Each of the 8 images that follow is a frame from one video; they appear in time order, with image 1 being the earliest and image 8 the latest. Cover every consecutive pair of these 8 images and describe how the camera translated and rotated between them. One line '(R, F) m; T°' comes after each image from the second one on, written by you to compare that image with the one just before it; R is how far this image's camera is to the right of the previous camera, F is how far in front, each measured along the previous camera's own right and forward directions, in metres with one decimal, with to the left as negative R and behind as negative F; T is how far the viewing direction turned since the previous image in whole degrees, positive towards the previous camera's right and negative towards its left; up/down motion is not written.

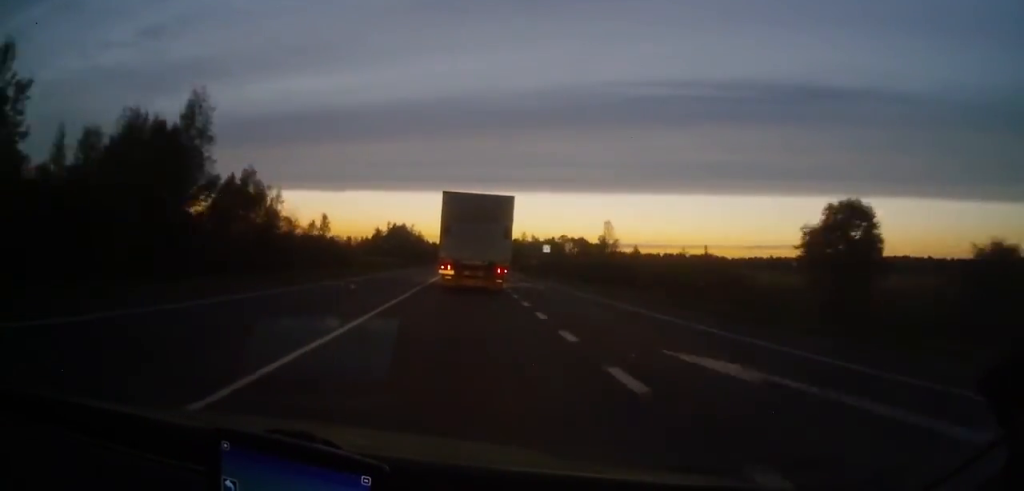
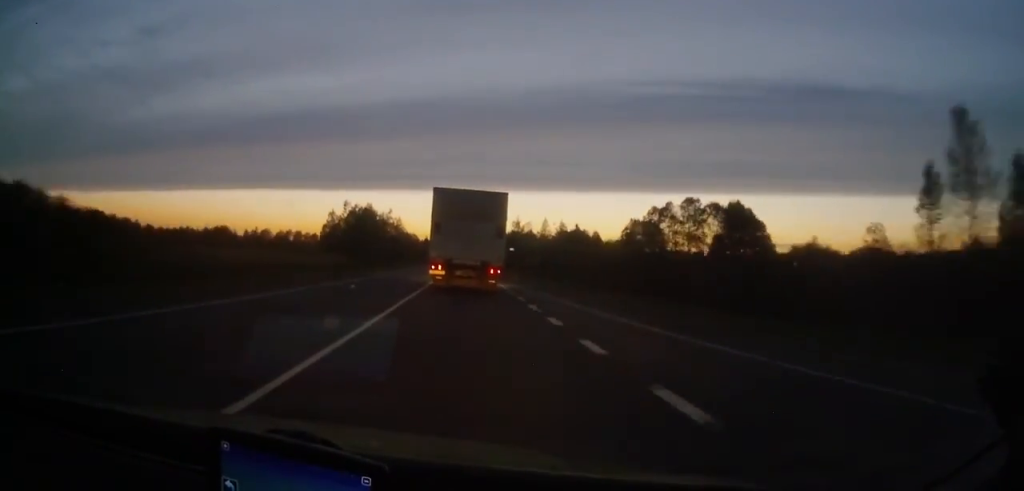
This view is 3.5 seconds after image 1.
(+0.2, +77.1) m; 0°
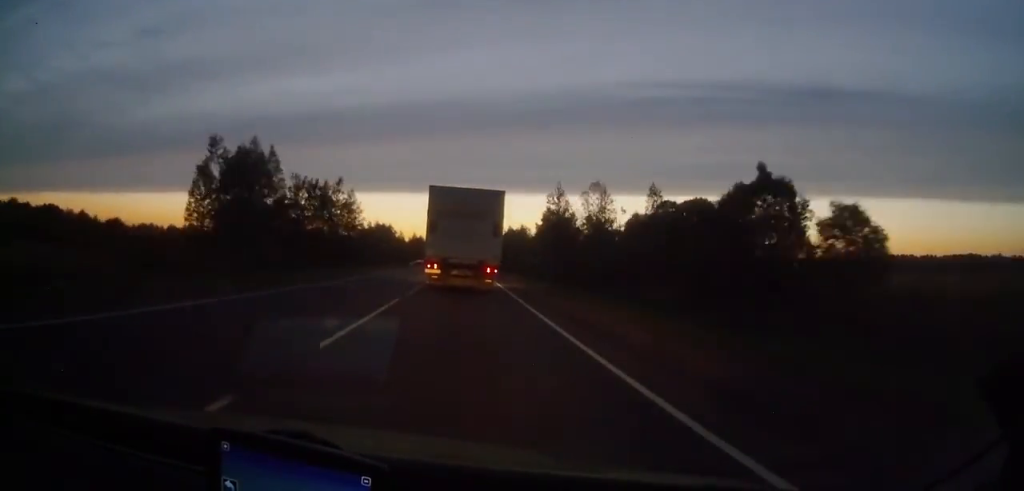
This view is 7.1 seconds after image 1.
(0.0, +80.6) m; 0°
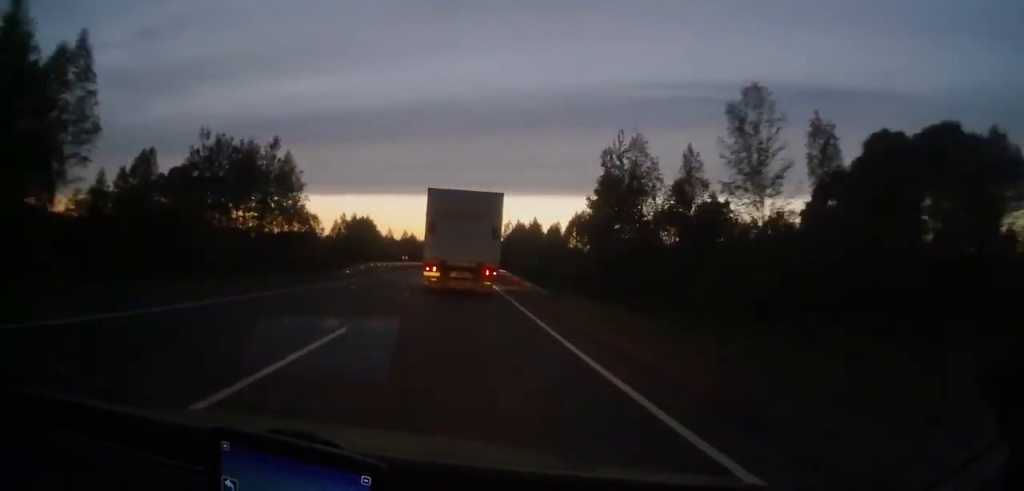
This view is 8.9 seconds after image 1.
(0.0, +42.1) m; 0°
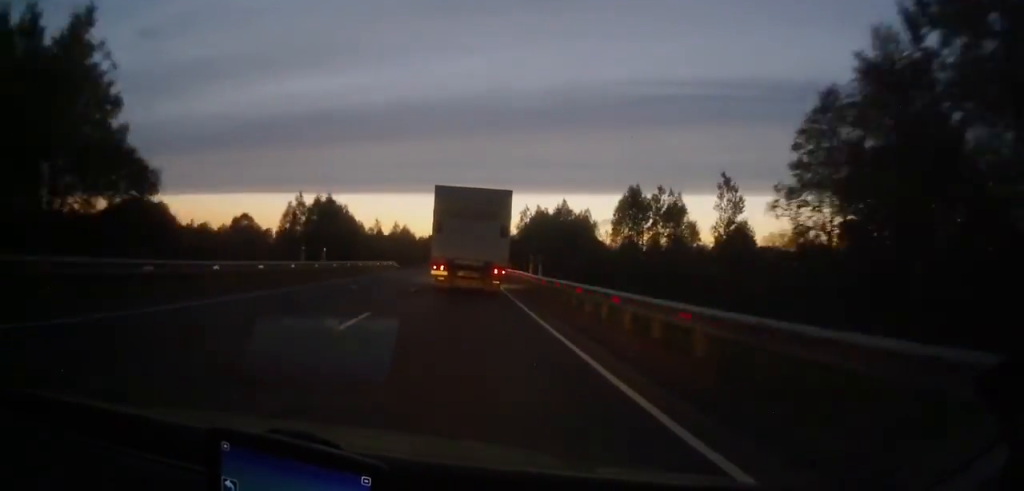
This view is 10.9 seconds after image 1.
(0.0, +45.4) m; 0°
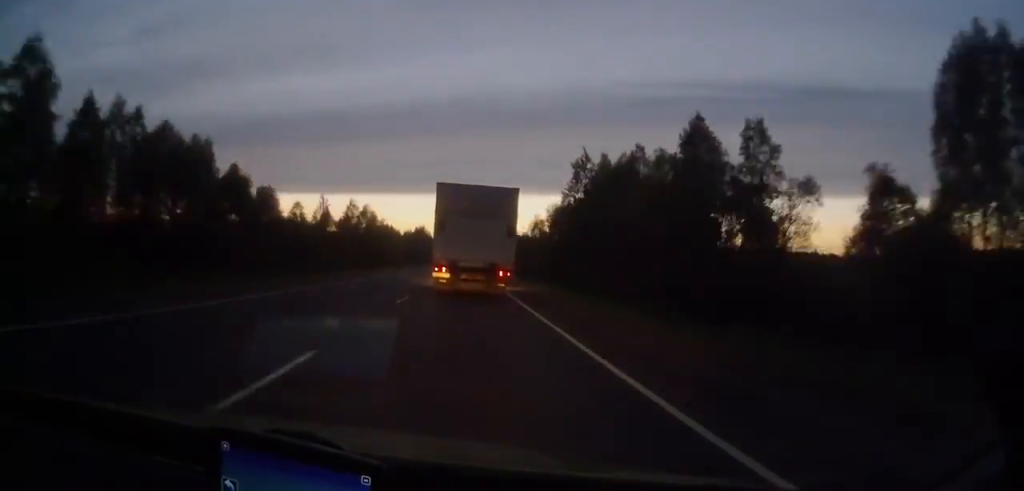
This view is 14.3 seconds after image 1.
(-0.4, +76.3) m; 0°
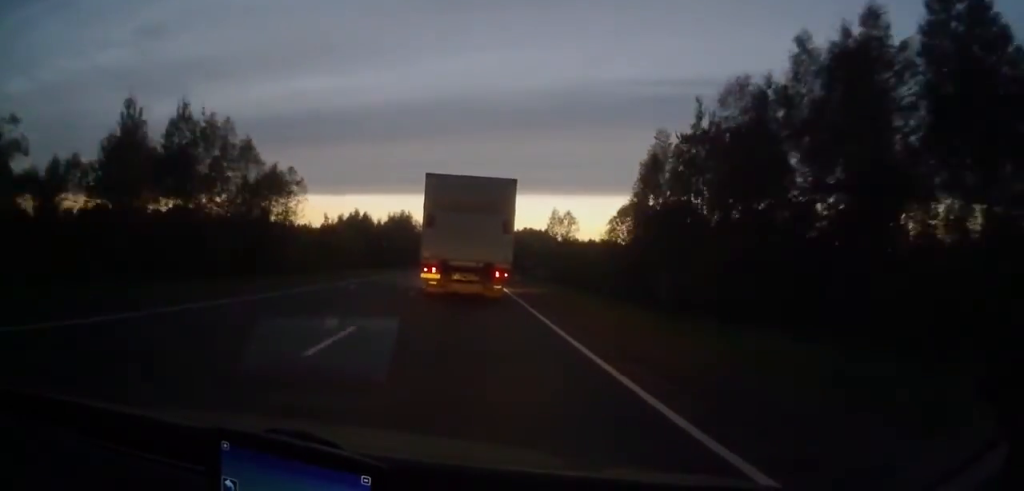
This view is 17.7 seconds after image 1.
(0.0, +81.6) m; 0°
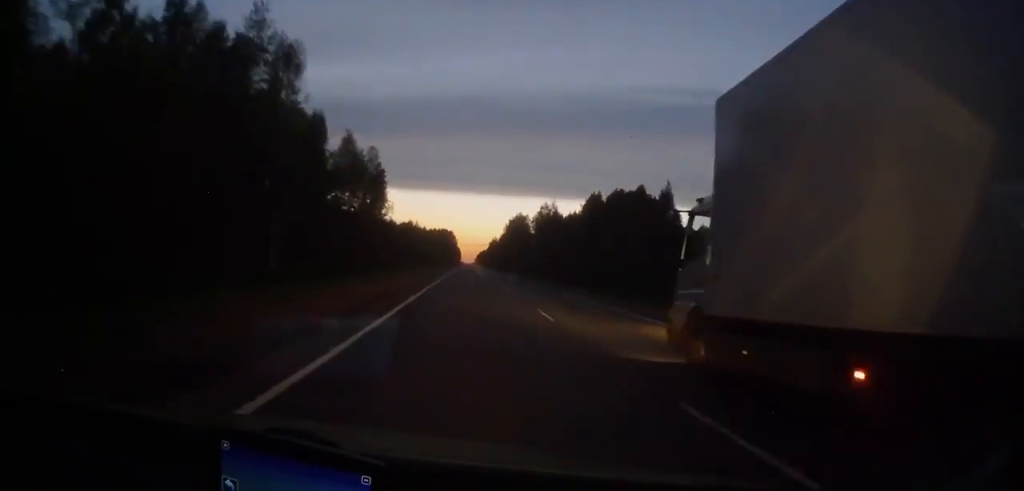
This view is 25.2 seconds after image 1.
(-0.7, +190.2) m; 0°
